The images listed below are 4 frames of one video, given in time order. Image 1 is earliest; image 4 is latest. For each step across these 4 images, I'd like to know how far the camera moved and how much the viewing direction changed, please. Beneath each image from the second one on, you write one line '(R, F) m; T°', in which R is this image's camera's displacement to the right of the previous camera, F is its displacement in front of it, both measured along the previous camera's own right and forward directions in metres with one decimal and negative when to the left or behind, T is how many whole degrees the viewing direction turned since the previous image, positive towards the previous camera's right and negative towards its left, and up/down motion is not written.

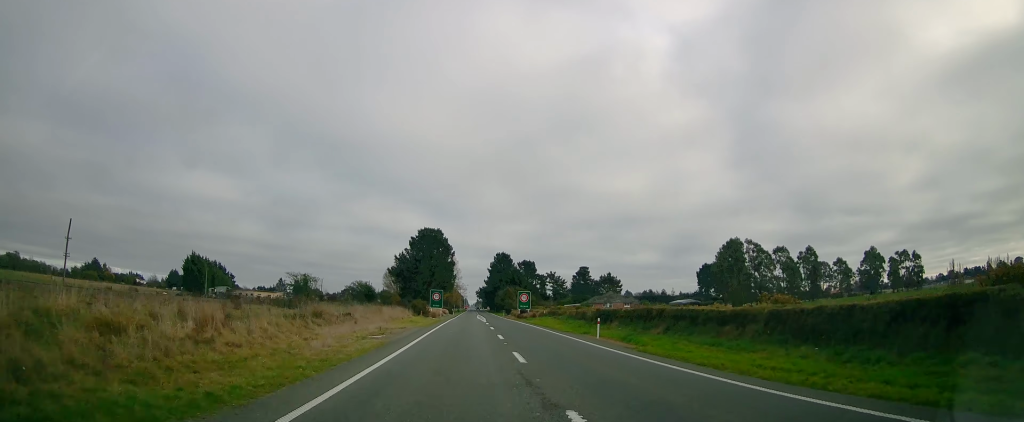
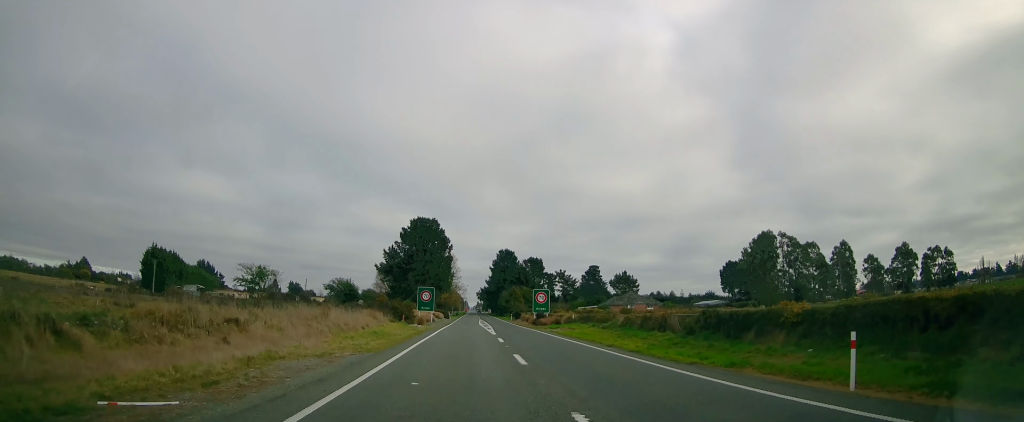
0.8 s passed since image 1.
(-0.2, +20.2) m; -1°
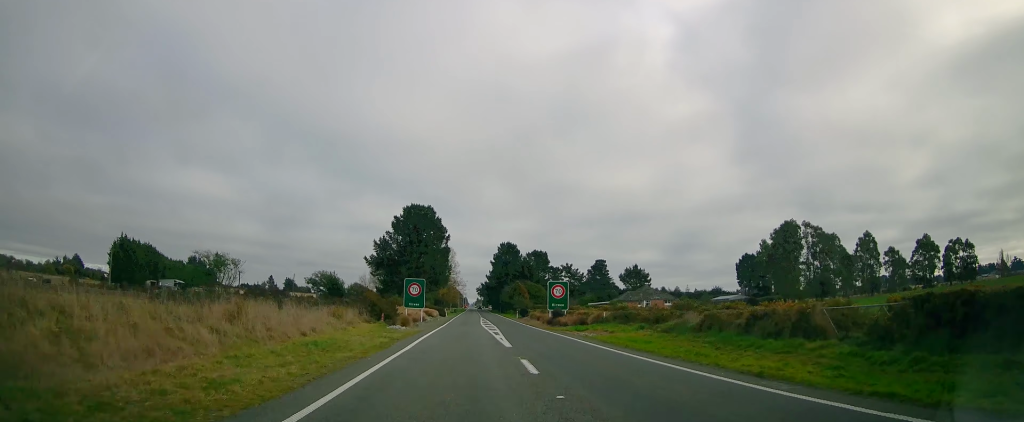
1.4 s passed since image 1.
(-0.2, +12.6) m; +1°
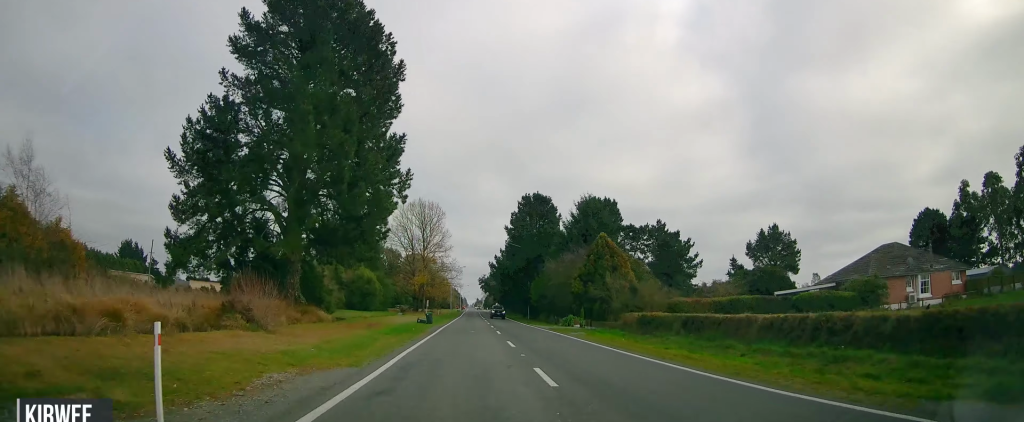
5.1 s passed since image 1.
(+0.9, +82.5) m; -1°
